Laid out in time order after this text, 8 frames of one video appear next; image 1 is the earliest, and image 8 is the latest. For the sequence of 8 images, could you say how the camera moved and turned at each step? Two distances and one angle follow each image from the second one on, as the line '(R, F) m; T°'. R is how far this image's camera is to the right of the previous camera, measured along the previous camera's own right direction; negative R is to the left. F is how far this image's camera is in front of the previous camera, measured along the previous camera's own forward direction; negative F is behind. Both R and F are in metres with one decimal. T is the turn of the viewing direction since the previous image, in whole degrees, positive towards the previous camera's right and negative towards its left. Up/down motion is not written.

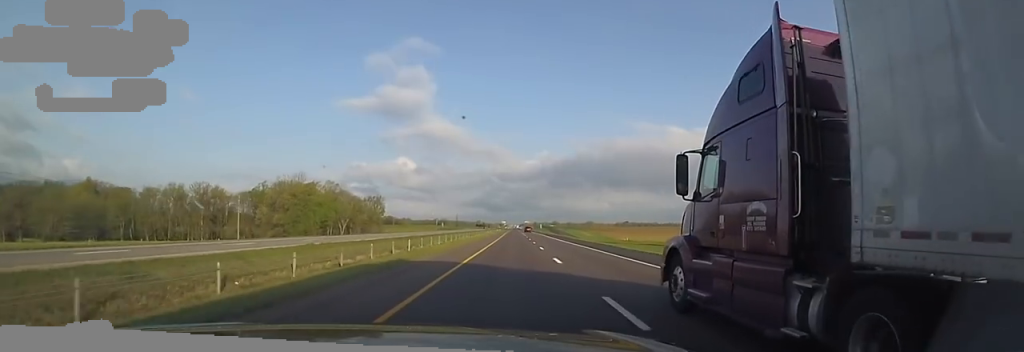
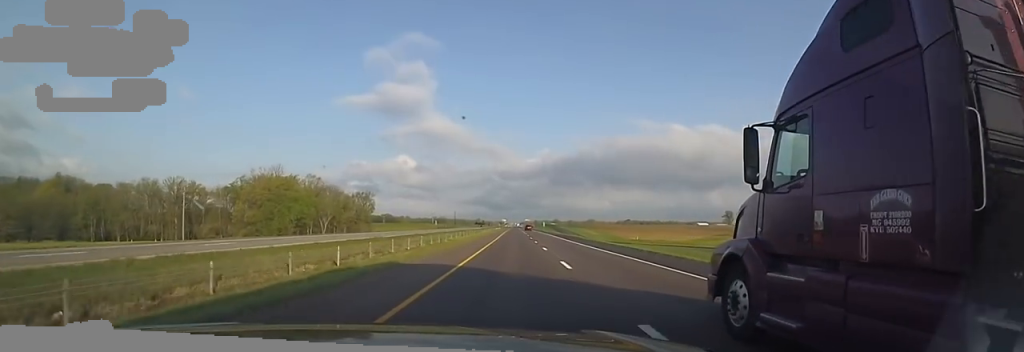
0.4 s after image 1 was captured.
(+0.5, +15.8) m; +1°
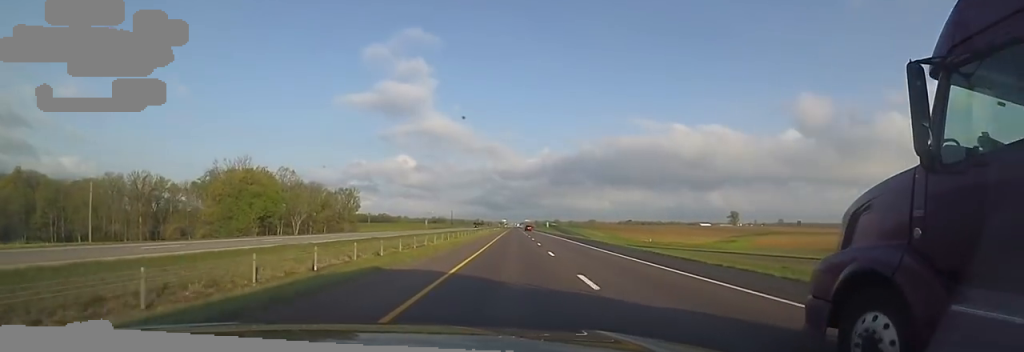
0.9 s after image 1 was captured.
(+0.2, +18.1) m; 0°
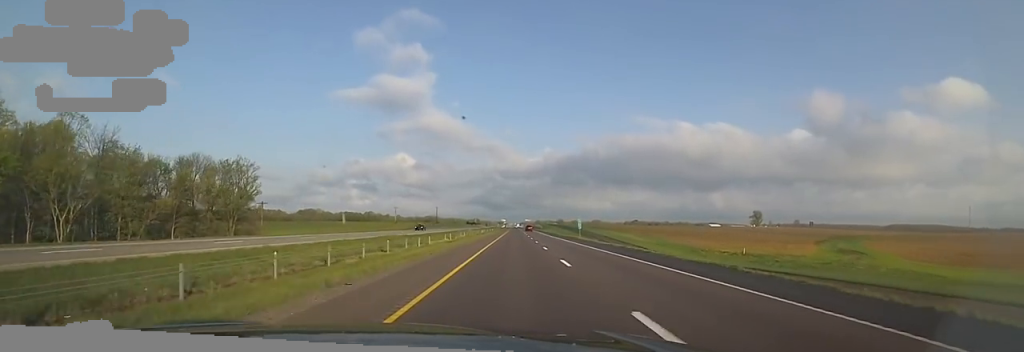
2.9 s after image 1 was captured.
(-3.0, +67.0) m; -3°
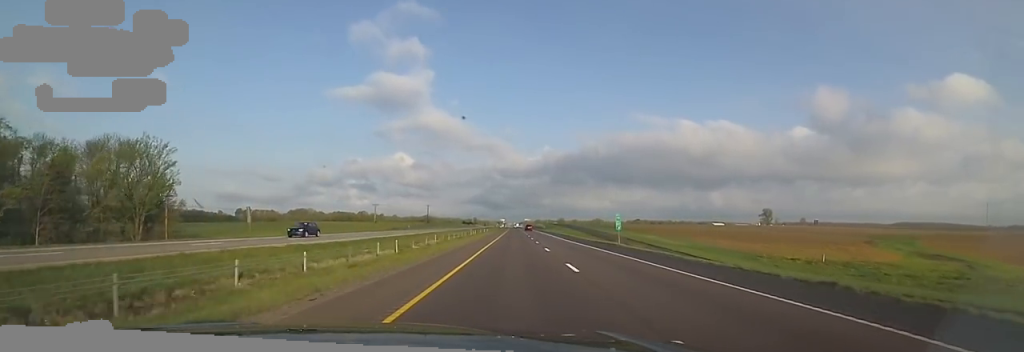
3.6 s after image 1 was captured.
(+0.6, +25.2) m; +2°
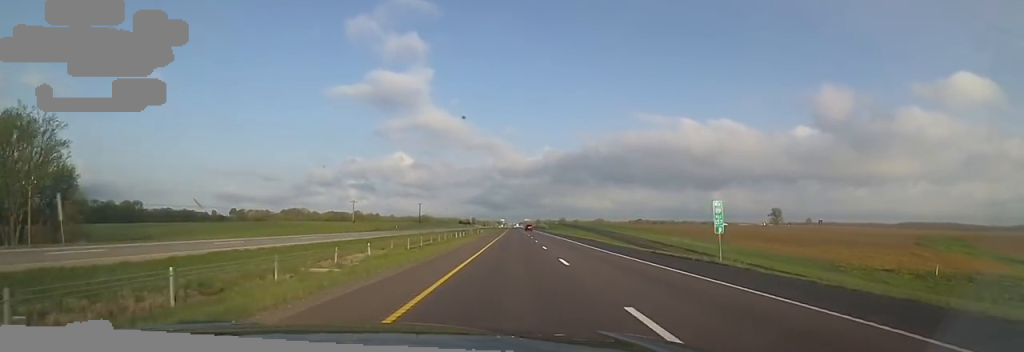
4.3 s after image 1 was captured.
(+0.4, +21.1) m; +1°
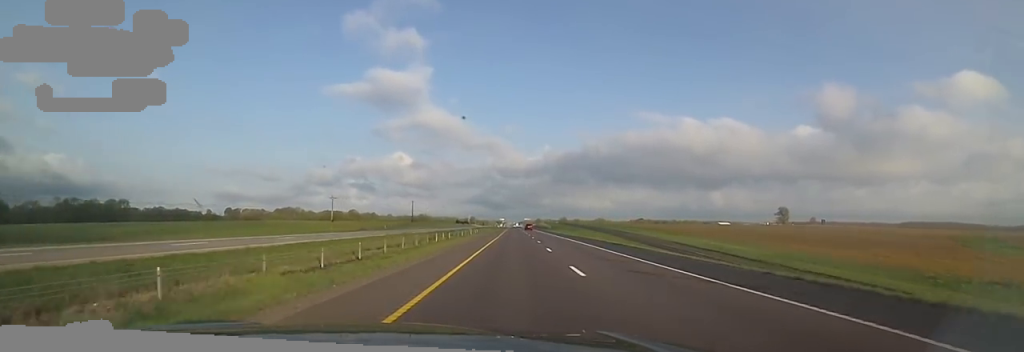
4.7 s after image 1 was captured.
(+0.2, +15.5) m; 0°
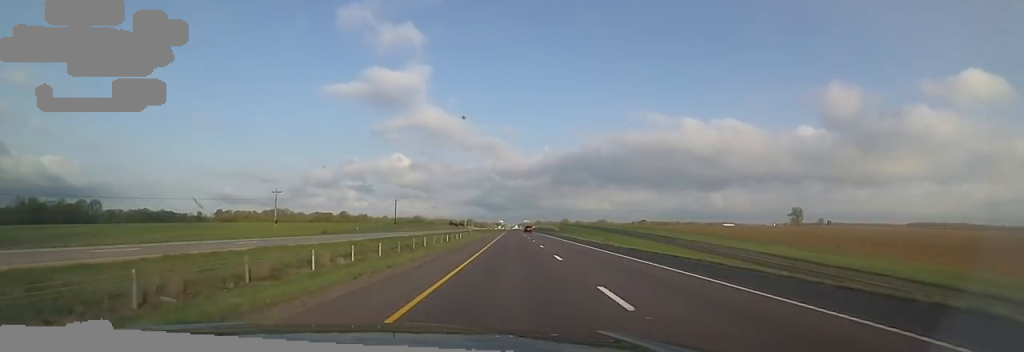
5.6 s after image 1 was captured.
(-0.4, +29.7) m; -3°
